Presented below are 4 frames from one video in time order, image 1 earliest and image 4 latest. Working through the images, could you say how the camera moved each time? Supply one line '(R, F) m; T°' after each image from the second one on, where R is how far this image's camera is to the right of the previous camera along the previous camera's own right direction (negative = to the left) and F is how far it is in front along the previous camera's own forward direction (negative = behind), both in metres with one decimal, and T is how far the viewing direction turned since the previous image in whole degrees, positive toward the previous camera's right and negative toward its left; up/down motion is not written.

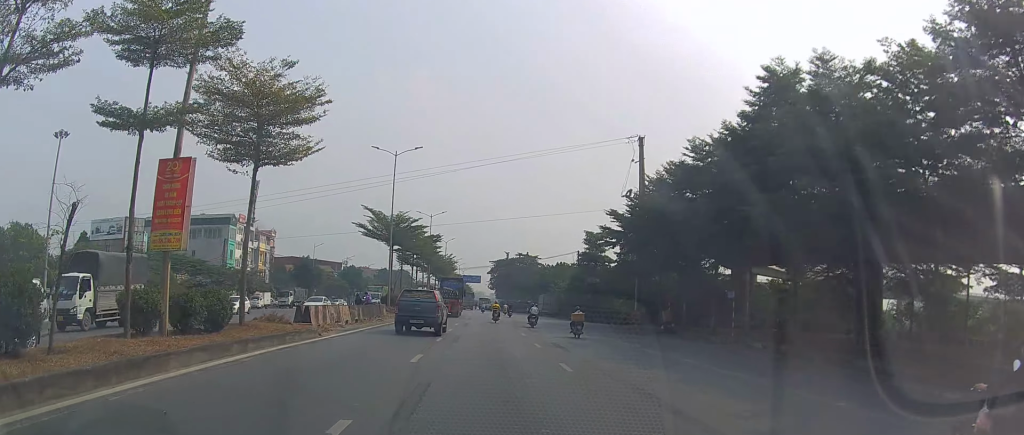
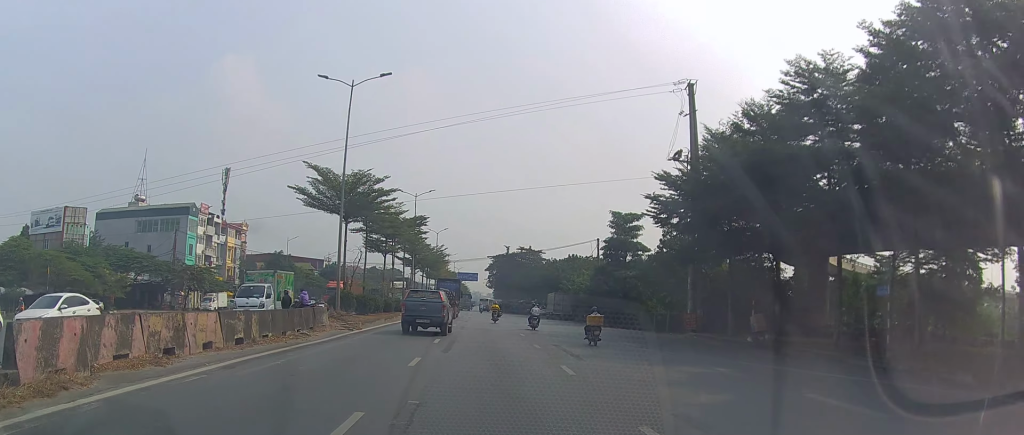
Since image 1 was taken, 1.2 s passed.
(0.0, +18.6) m; +1°
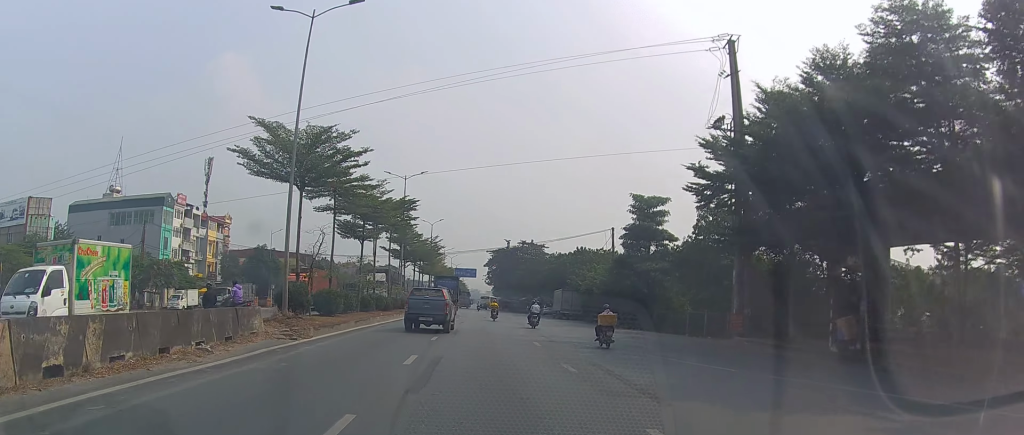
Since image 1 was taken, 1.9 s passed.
(+0.2, +9.1) m; +1°
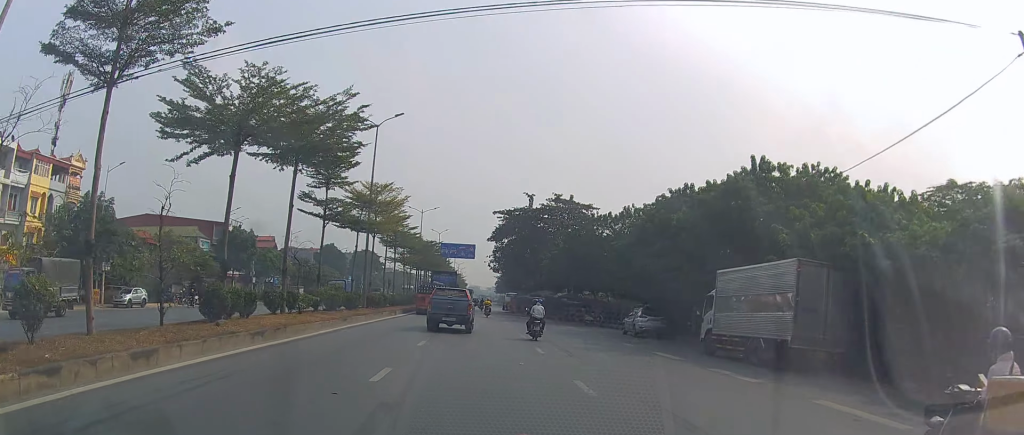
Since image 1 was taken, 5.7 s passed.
(-0.2, +53.4) m; -1°
